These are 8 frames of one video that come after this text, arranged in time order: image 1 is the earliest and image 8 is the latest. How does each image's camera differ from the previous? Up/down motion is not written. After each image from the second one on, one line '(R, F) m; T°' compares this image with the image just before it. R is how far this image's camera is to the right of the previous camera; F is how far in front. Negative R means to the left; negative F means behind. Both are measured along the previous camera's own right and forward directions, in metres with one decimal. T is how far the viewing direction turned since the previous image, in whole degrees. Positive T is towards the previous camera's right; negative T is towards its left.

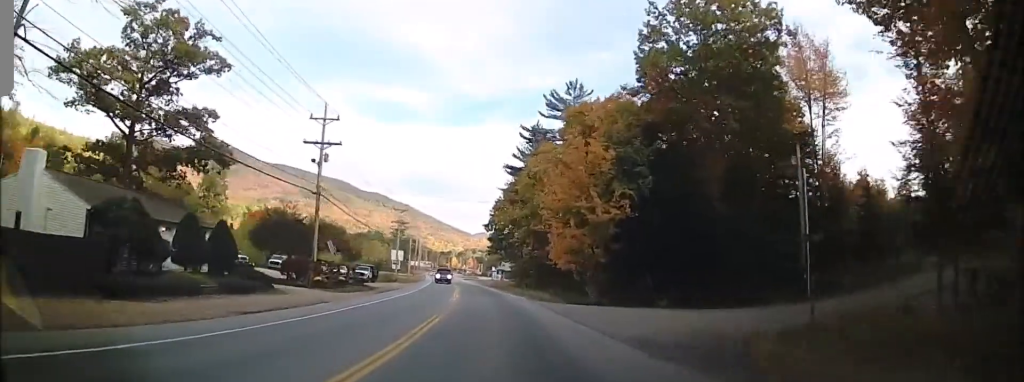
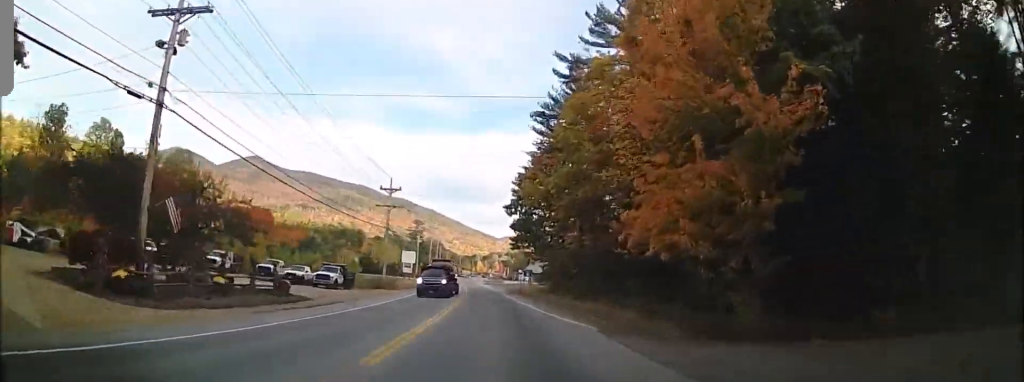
(-0.4, +23.8) m; -2°
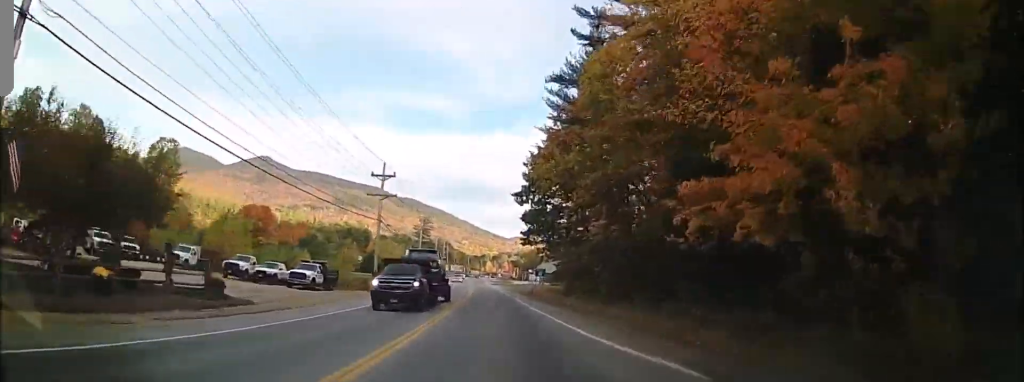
(-0.2, +8.4) m; -1°
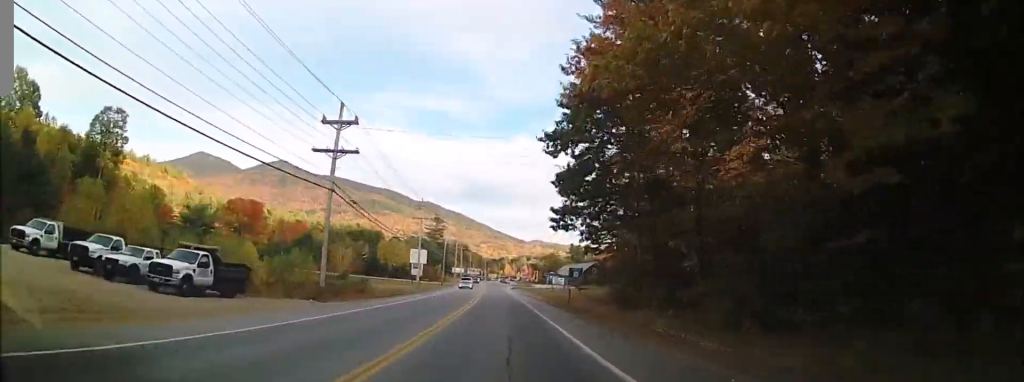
(-0.4, +19.9) m; -2°
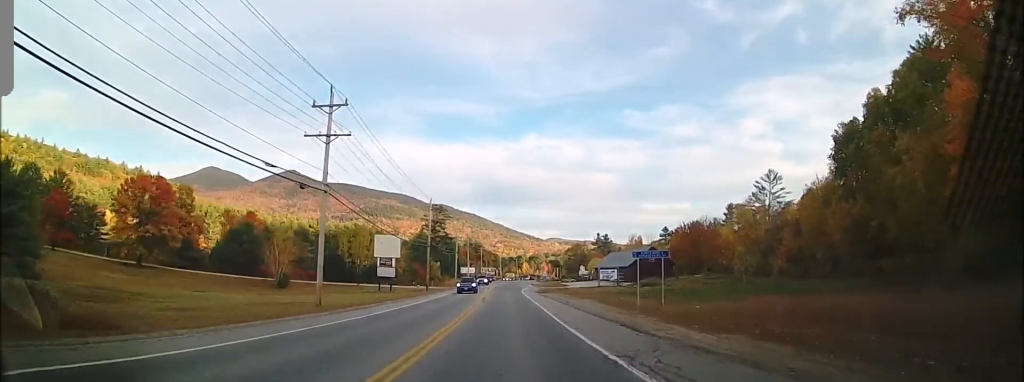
(-1.4, +48.4) m; -1°
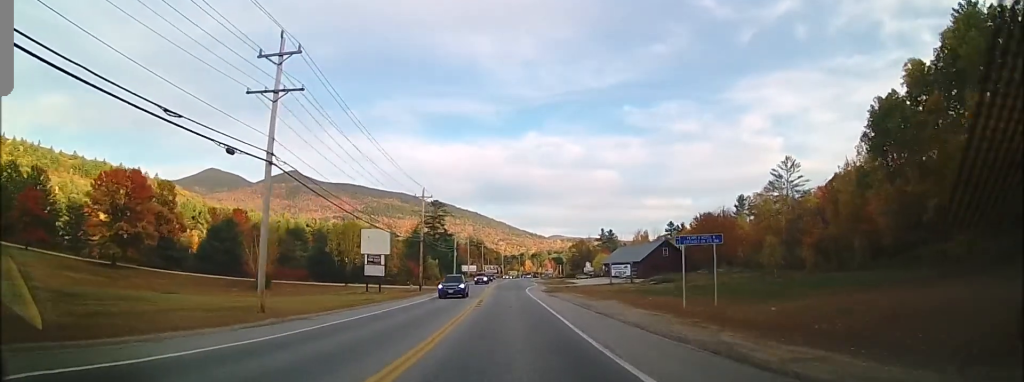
(+0.2, +8.4) m; 0°
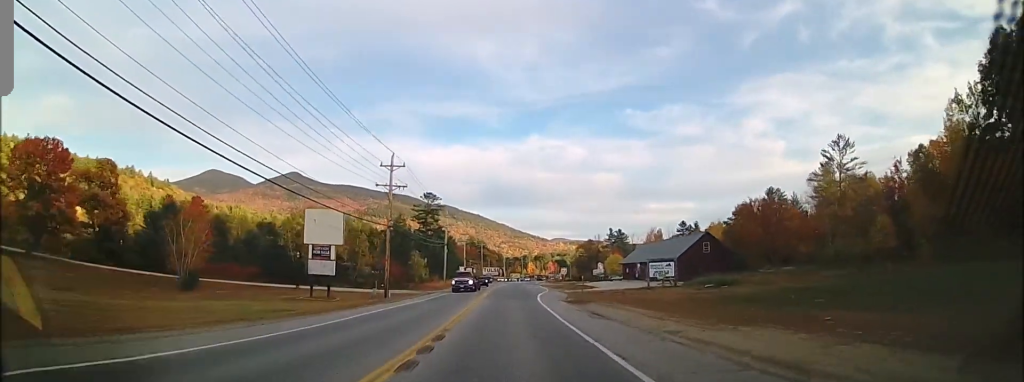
(-0.1, +21.3) m; -1°
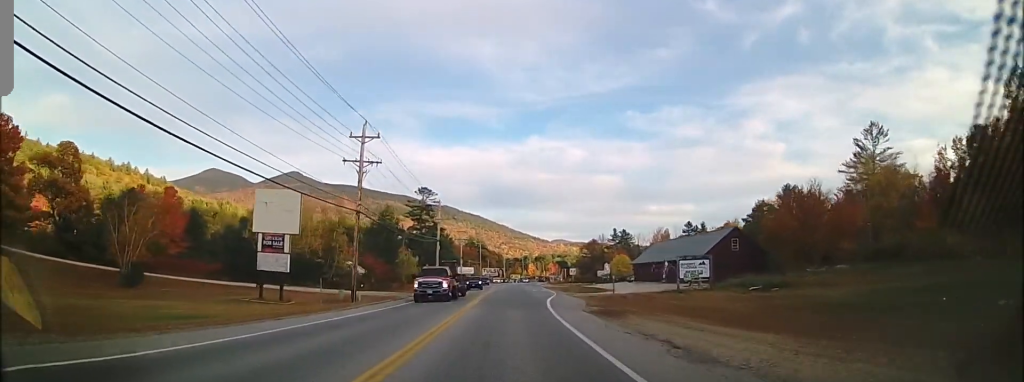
(-0.2, +10.9) m; -1°
